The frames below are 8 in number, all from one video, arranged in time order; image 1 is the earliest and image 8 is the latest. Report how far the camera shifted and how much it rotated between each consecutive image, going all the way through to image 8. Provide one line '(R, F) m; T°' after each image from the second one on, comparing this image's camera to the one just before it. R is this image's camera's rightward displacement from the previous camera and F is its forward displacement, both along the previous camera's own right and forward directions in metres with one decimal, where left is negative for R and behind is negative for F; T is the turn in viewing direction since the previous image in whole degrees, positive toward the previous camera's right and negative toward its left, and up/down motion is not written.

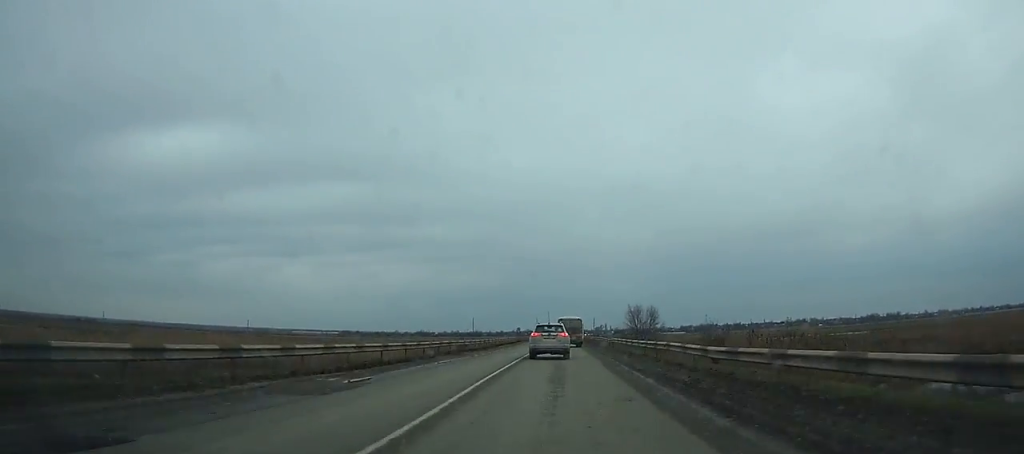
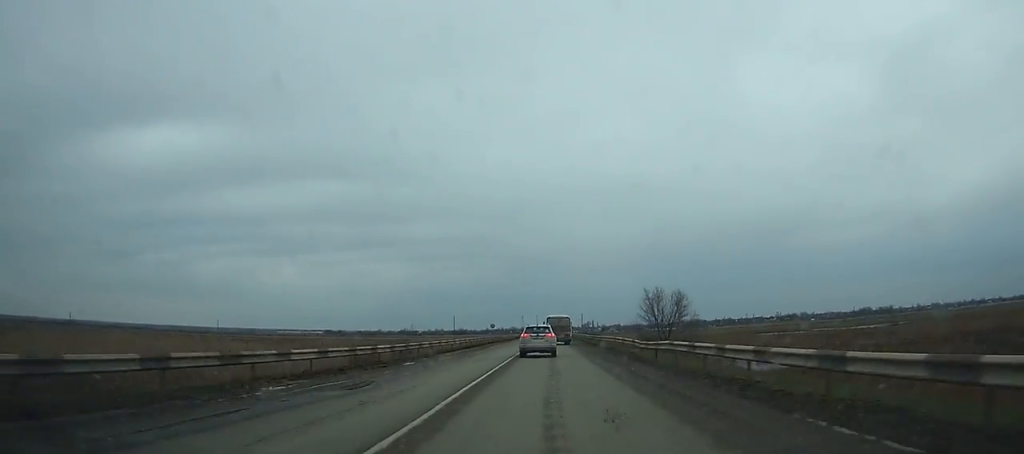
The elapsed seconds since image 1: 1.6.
(+0.1, +27.0) m; 0°
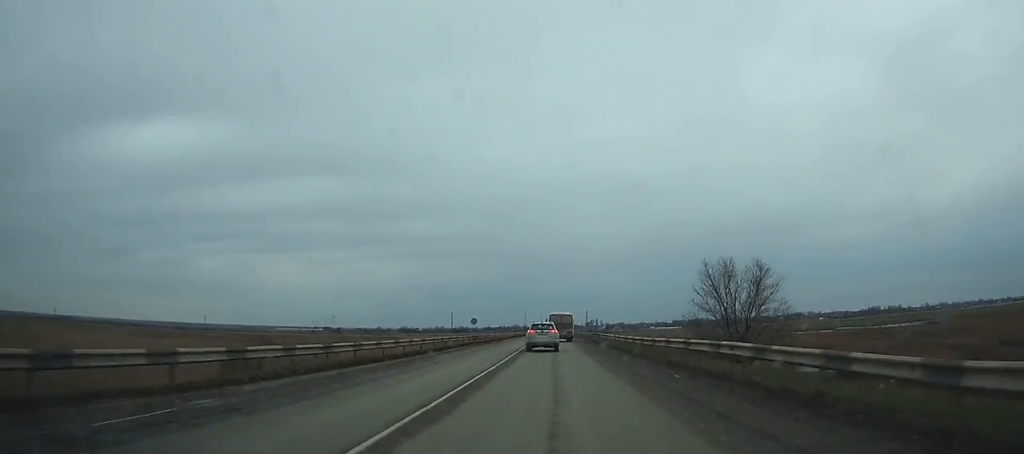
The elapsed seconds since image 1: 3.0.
(0.0, +23.7) m; 0°
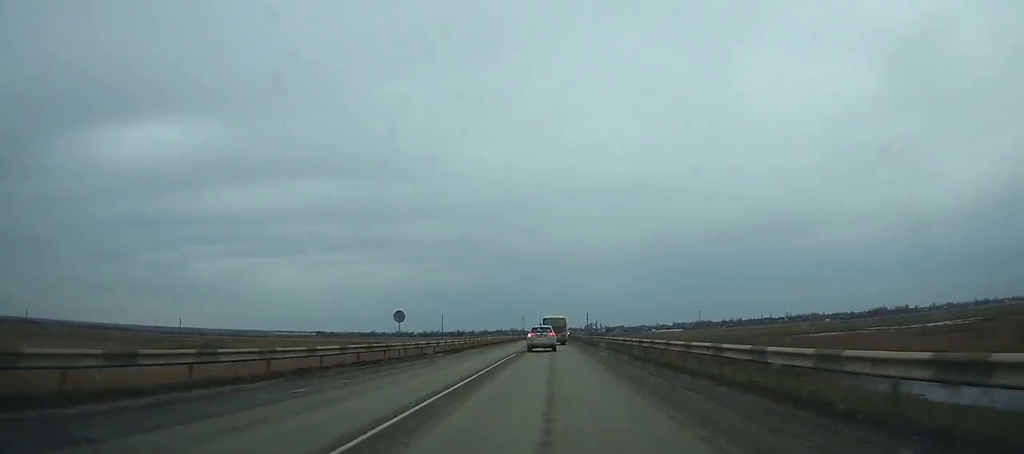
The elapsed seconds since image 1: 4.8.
(+0.1, +31.3) m; 0°
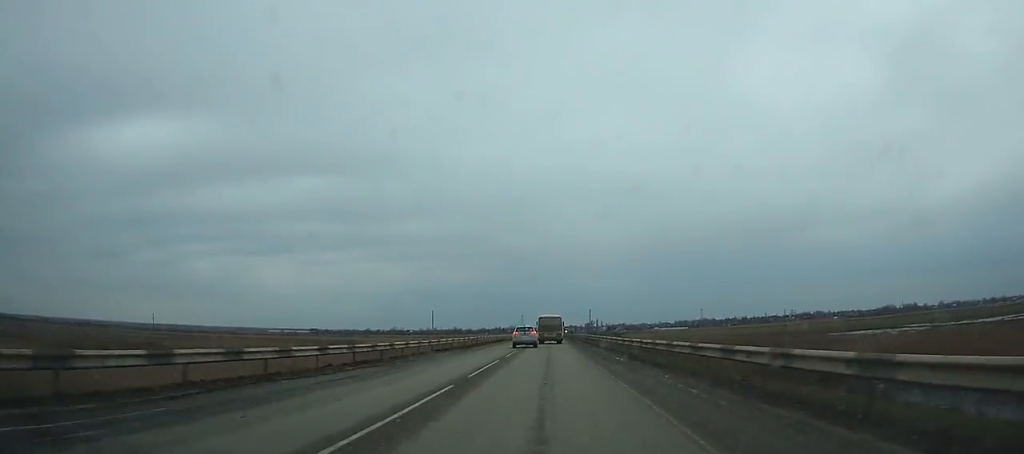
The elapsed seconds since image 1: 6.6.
(+0.1, +31.7) m; 0°
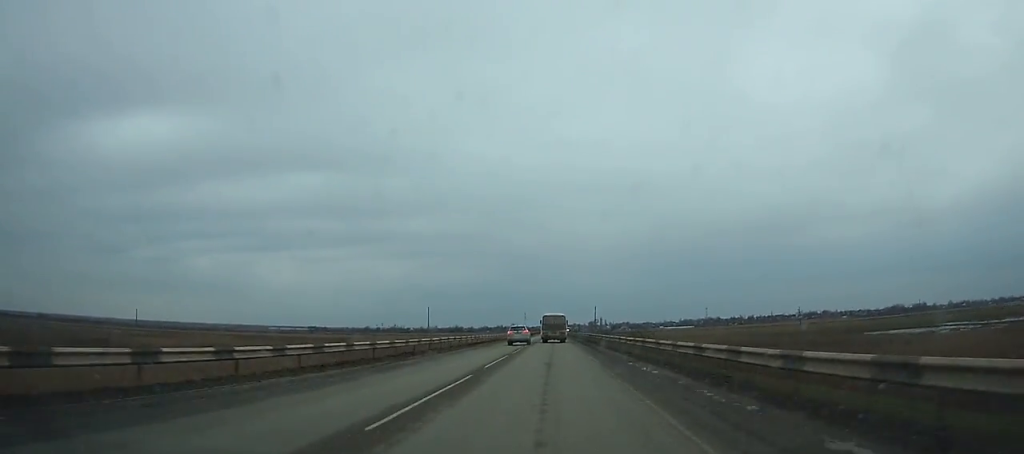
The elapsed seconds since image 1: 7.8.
(-0.1, +21.7) m; 0°
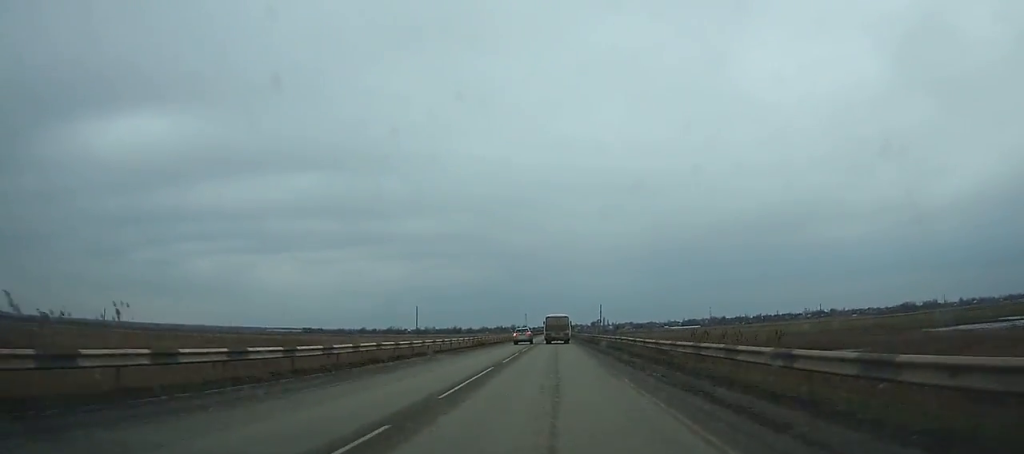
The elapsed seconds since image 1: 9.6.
(0.0, +32.8) m; 0°
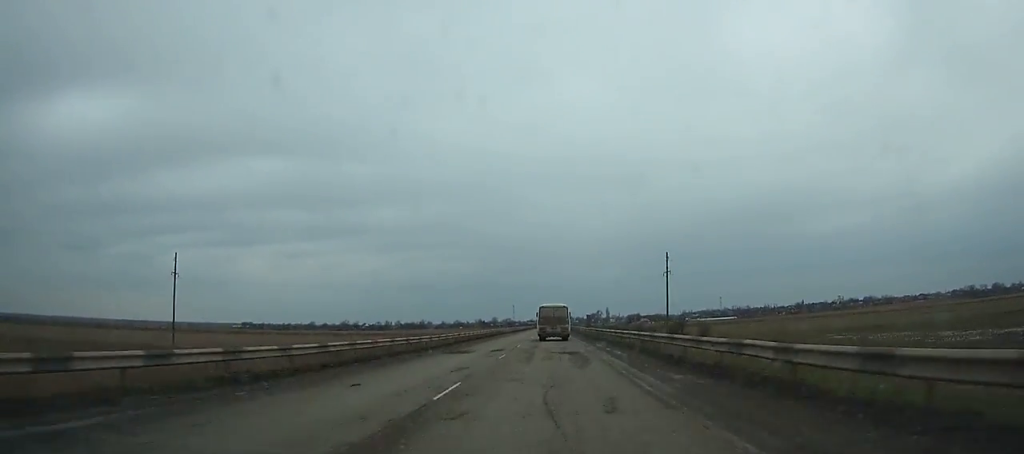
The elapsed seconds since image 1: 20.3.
(0.0, +210.5) m; 0°
